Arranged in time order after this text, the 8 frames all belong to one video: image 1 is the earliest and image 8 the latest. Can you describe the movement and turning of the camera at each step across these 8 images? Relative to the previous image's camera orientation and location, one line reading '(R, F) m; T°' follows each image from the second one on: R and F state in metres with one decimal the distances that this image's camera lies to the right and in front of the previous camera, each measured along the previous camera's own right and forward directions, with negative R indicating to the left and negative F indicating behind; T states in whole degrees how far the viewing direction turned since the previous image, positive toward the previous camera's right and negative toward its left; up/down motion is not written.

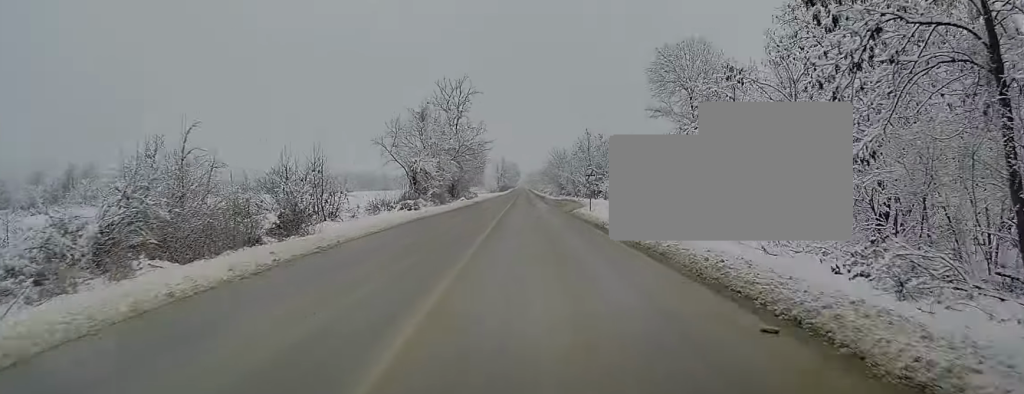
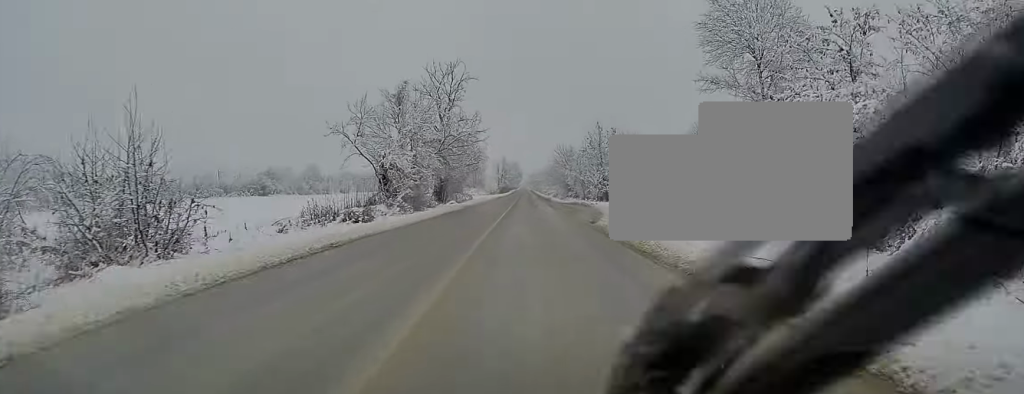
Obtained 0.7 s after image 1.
(-0.1, +12.0) m; 0°
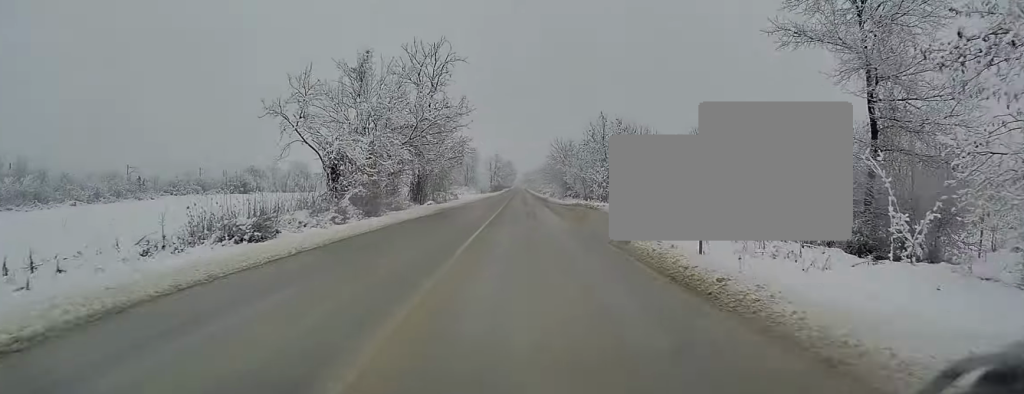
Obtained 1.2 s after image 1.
(0.0, +10.1) m; 0°
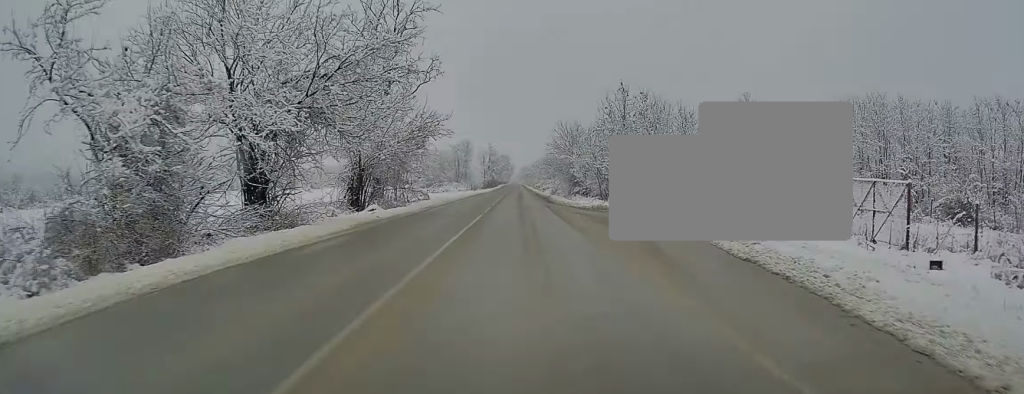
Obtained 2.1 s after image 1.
(-0.1, +18.2) m; 0°
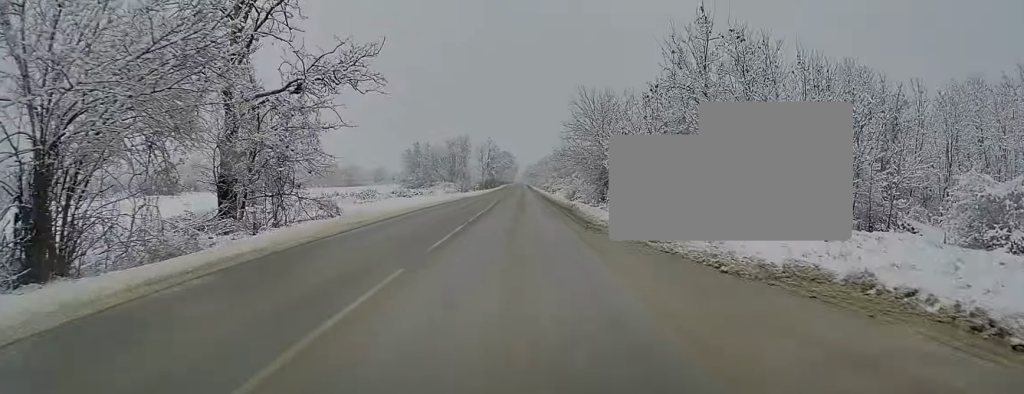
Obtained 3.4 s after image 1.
(+0.1, +26.4) m; +1°
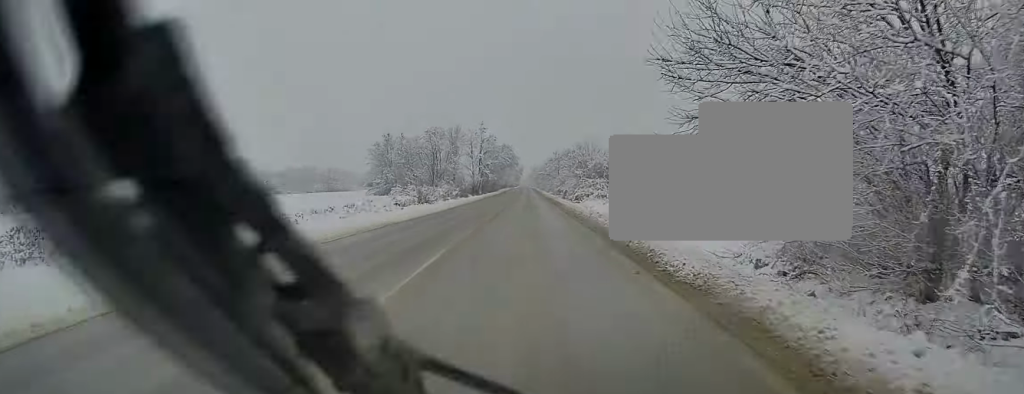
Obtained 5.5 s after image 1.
(0.0, +43.0) m; -1°
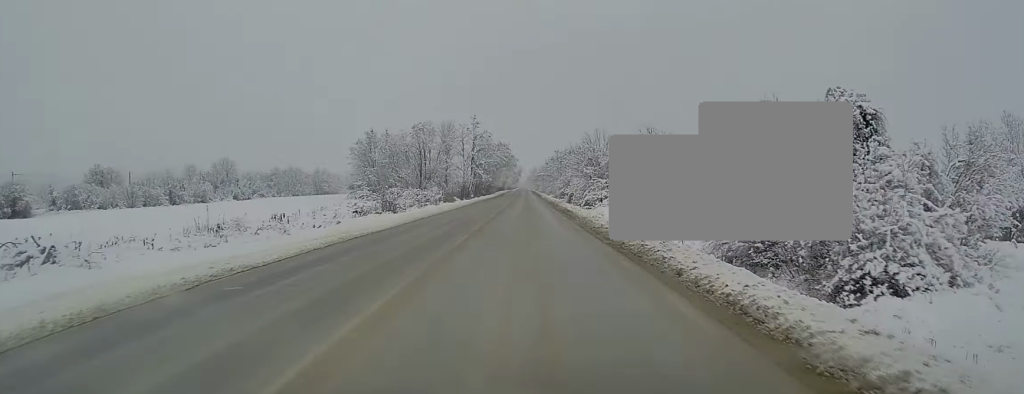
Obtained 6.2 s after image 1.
(-0.1, +12.9) m; 0°
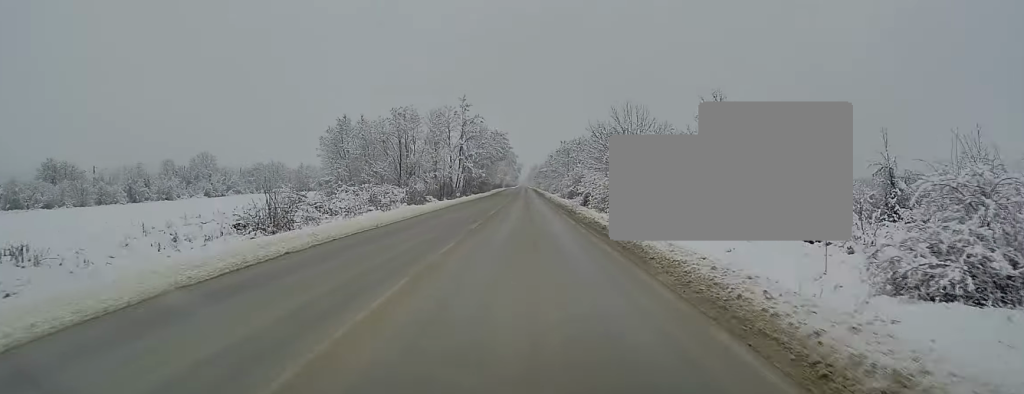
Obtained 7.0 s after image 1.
(0.0, +17.8) m; 0°
